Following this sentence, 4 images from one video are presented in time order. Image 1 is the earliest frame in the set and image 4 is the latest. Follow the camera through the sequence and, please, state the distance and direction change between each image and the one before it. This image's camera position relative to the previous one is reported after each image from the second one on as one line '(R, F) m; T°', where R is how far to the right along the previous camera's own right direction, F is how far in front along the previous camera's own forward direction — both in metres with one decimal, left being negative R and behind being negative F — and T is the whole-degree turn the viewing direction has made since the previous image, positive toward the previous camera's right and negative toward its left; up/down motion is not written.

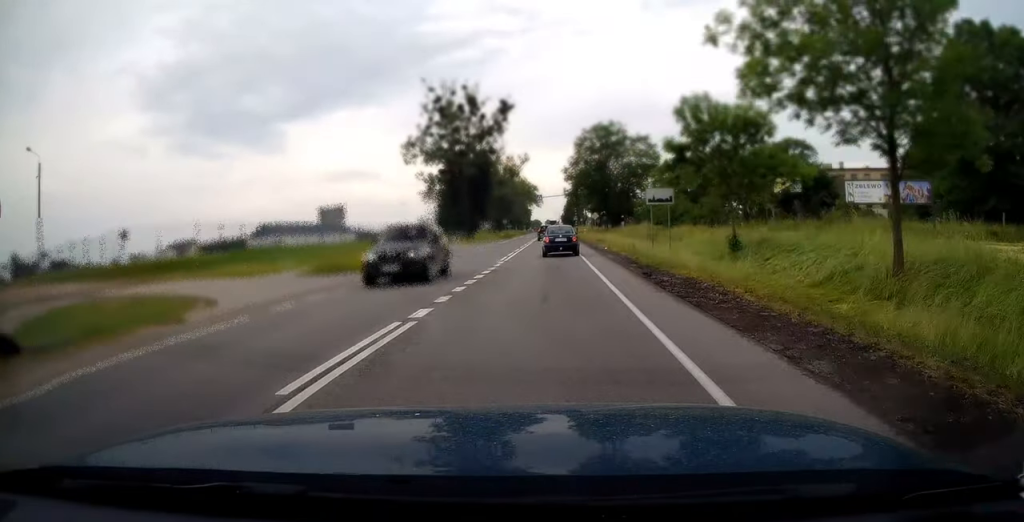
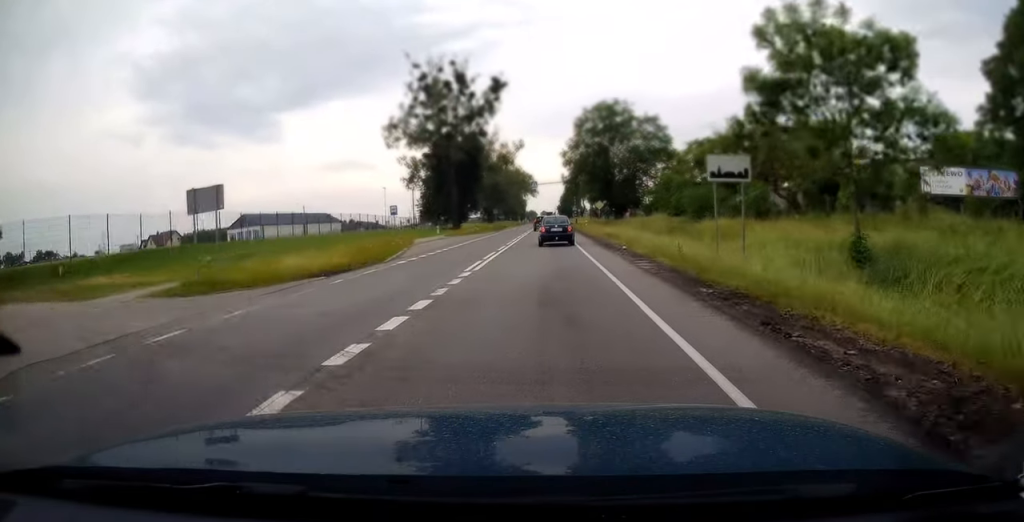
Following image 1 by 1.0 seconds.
(+0.1, +9.1) m; 0°
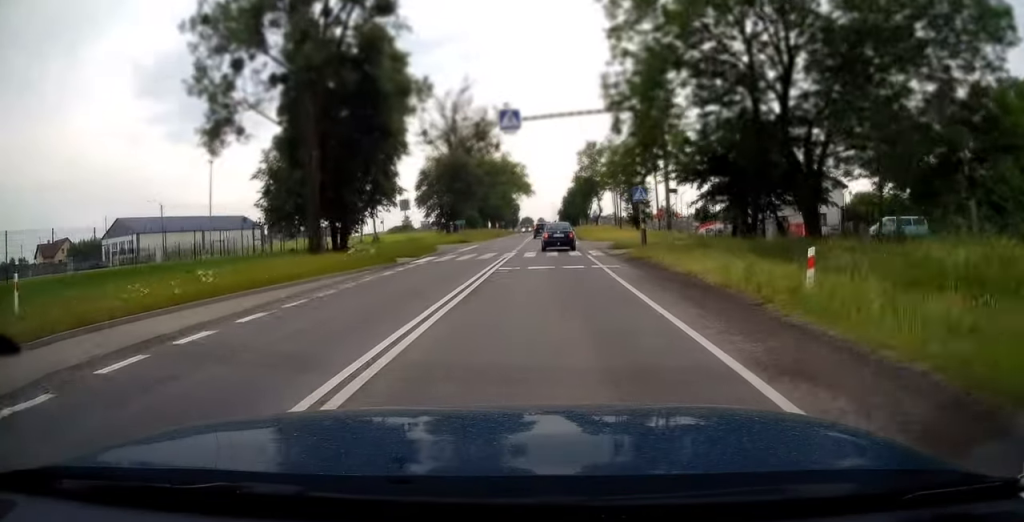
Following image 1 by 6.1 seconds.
(-0.3, +56.5) m; 0°
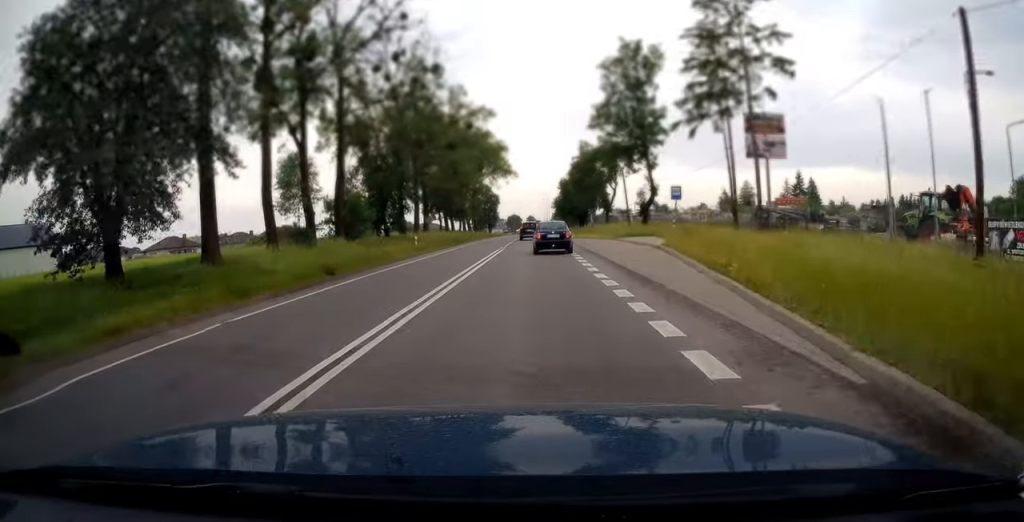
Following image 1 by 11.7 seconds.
(+0.4, +69.1) m; +1°
